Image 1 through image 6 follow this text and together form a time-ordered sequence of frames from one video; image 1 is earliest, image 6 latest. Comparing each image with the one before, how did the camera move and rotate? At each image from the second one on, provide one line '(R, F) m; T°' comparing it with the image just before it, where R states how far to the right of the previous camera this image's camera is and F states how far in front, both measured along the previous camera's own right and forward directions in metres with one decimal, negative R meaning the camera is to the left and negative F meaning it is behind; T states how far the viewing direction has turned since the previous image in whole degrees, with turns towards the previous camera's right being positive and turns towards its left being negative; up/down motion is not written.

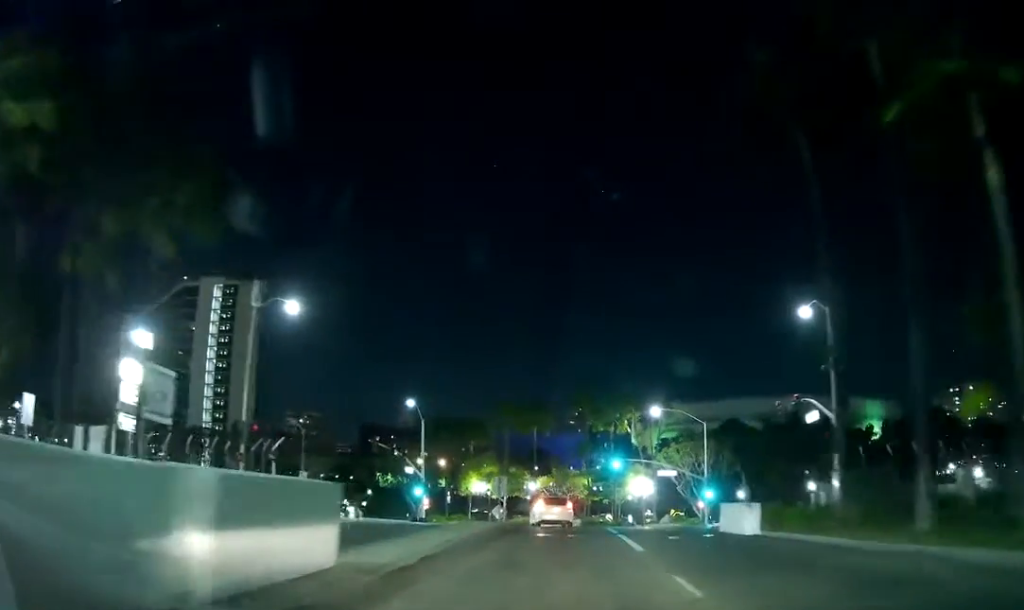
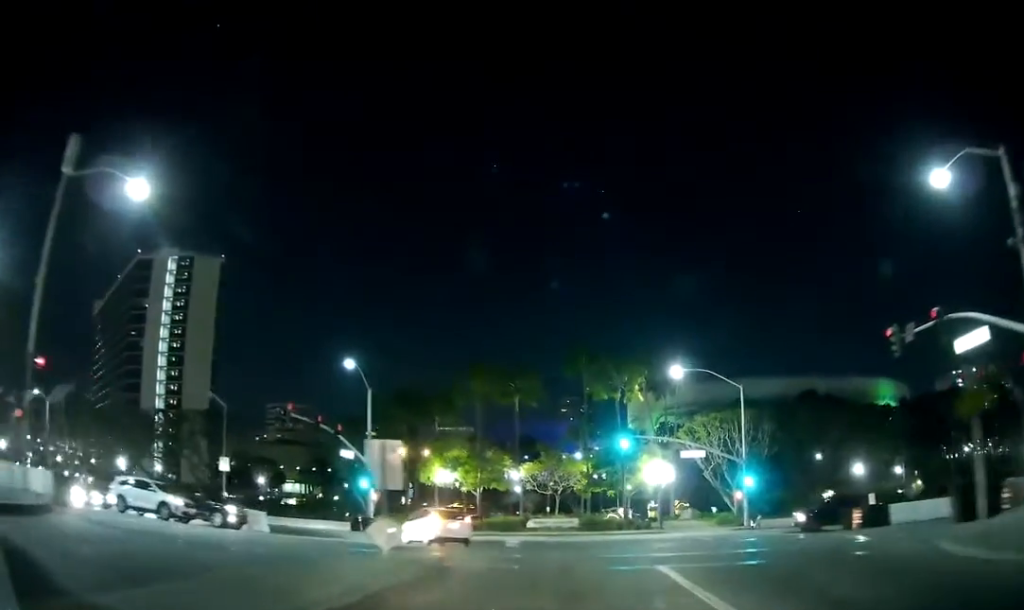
(0.0, +19.9) m; 0°
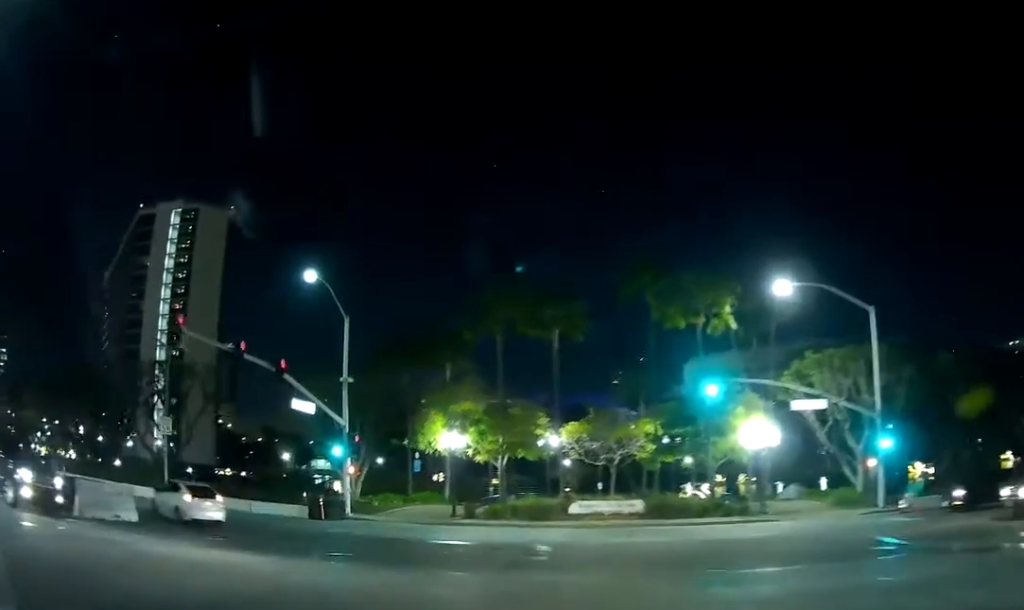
(0.0, +18.9) m; -4°
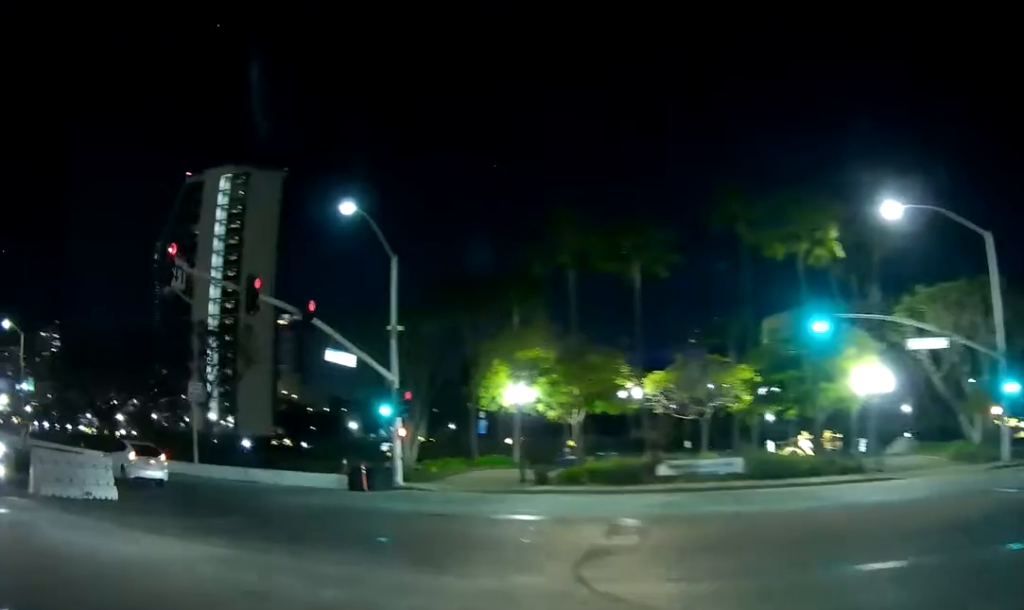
(-0.4, +5.5) m; -5°
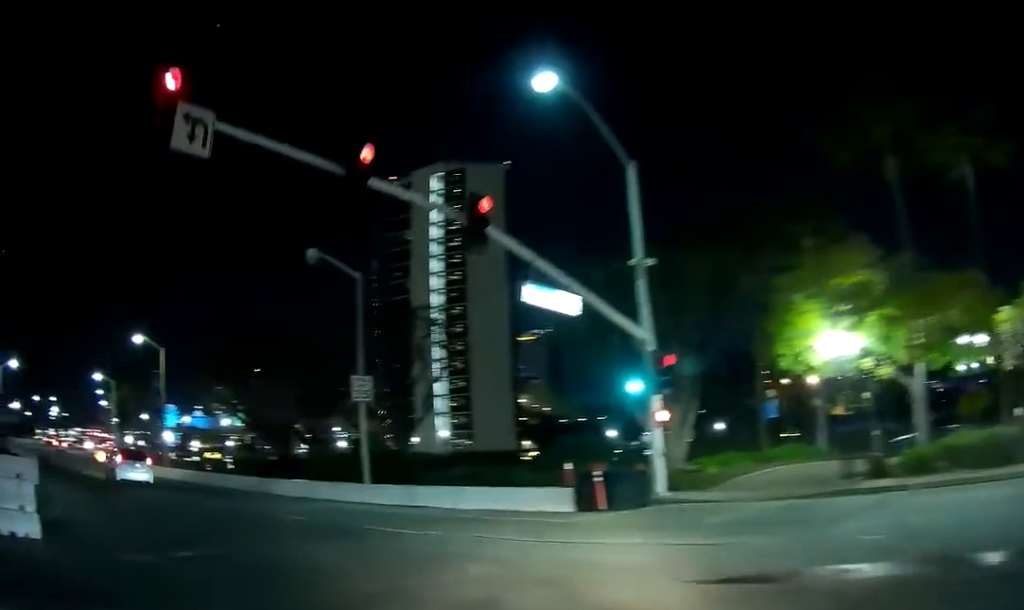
(-1.3, +12.5) m; -16°
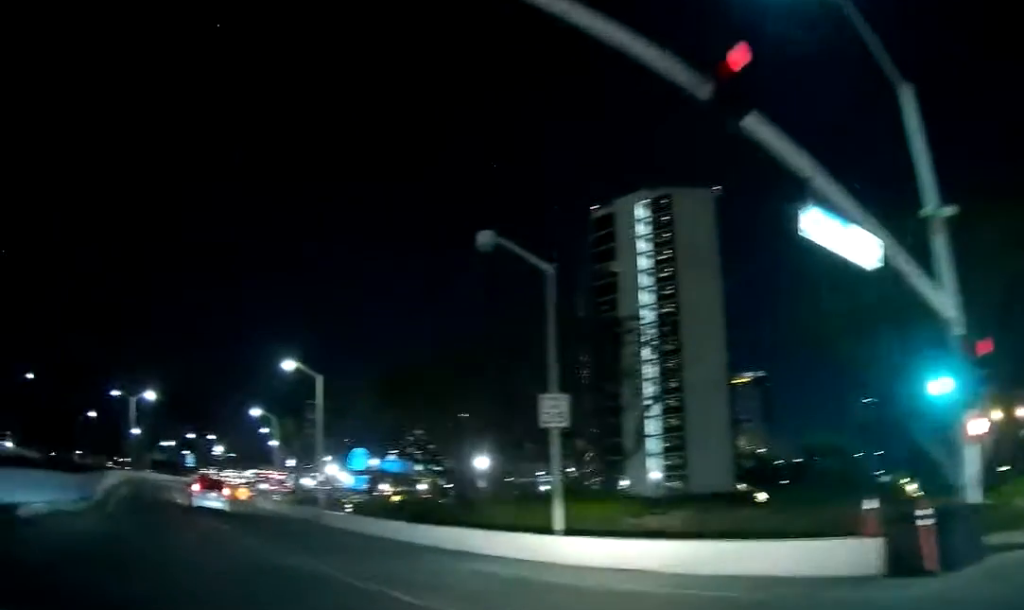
(-0.9, +7.4) m; -15°
